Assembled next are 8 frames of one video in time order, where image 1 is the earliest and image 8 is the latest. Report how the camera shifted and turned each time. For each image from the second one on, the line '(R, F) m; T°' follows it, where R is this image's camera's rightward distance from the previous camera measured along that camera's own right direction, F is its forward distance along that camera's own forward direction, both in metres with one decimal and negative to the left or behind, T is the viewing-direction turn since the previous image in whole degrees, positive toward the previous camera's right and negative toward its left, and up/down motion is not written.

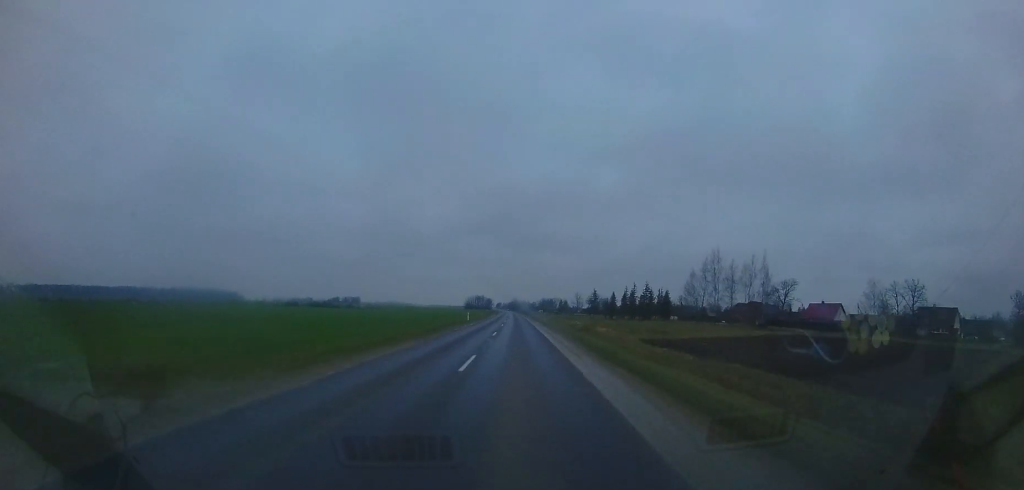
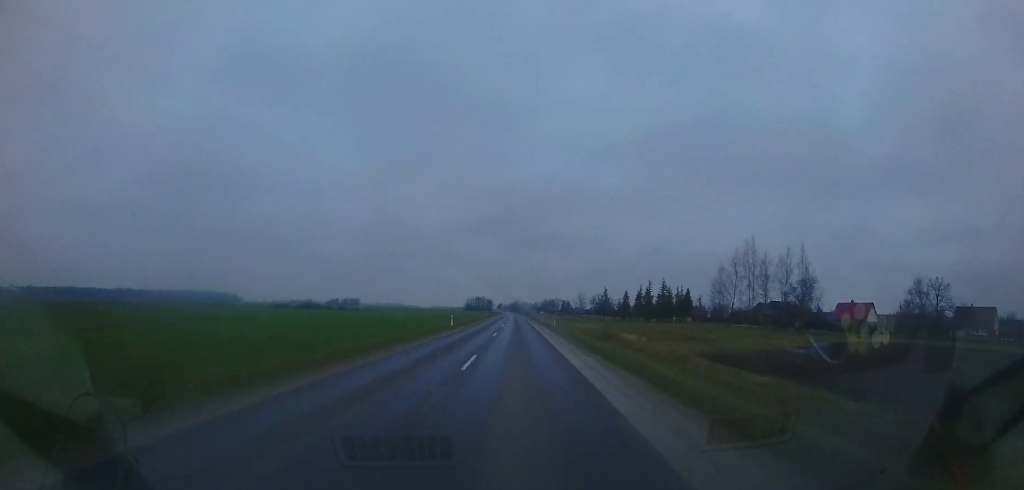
(+0.1, +11.8) m; 0°
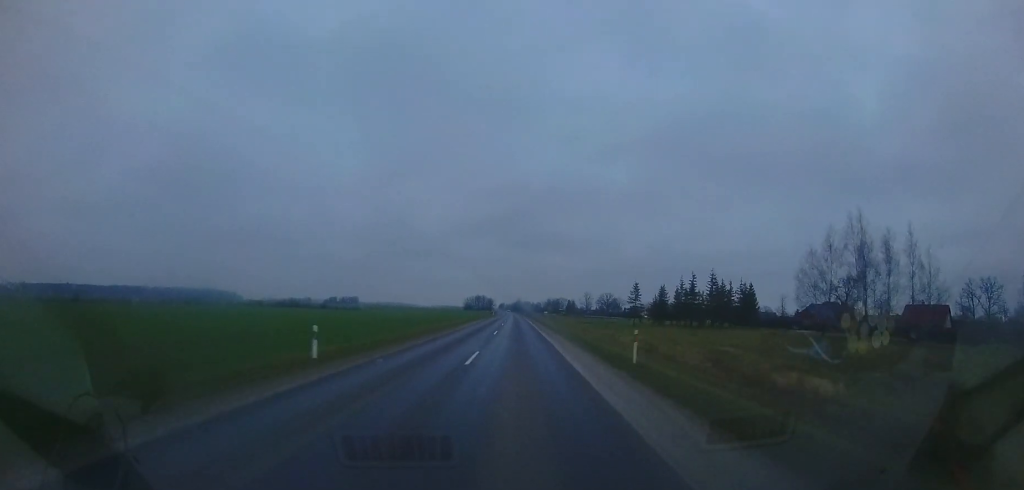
(-0.2, +23.7) m; -1°
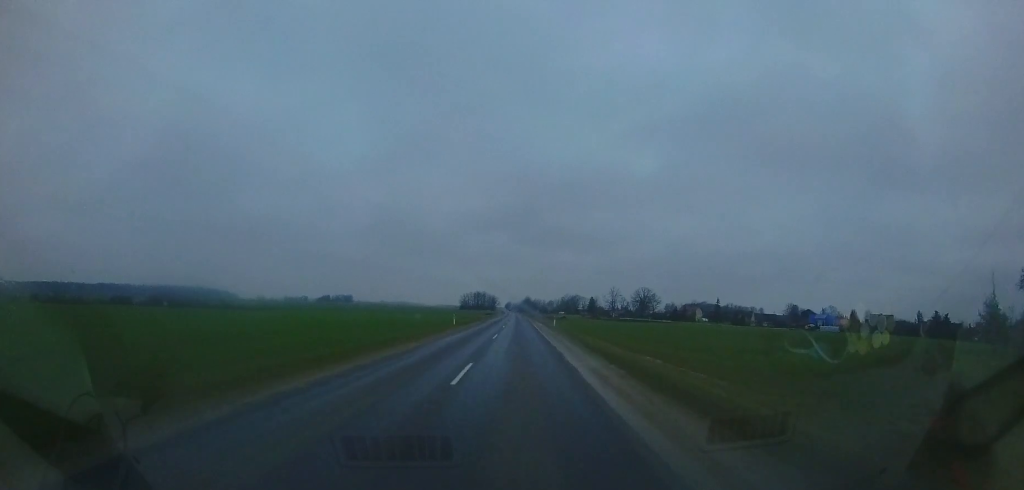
(-1.9, +75.7) m; -2°
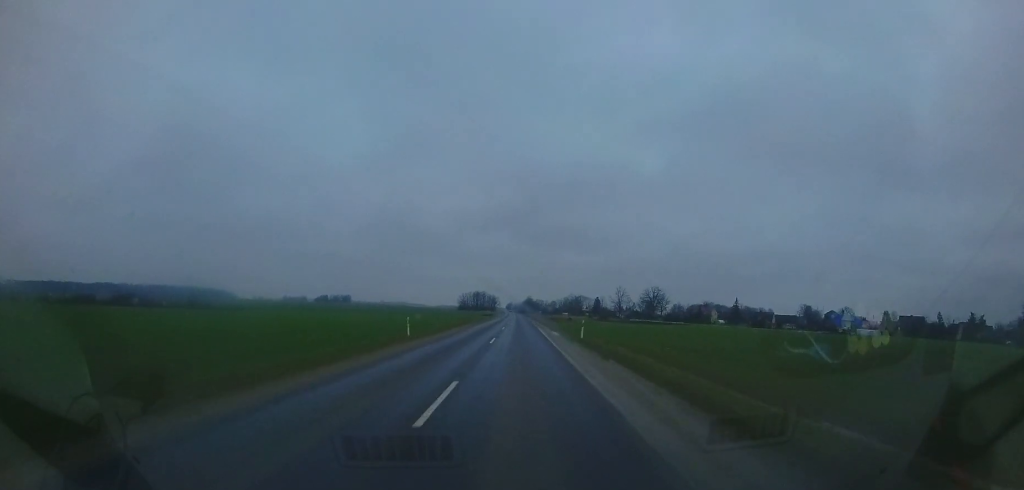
(-0.2, +15.1) m; 0°
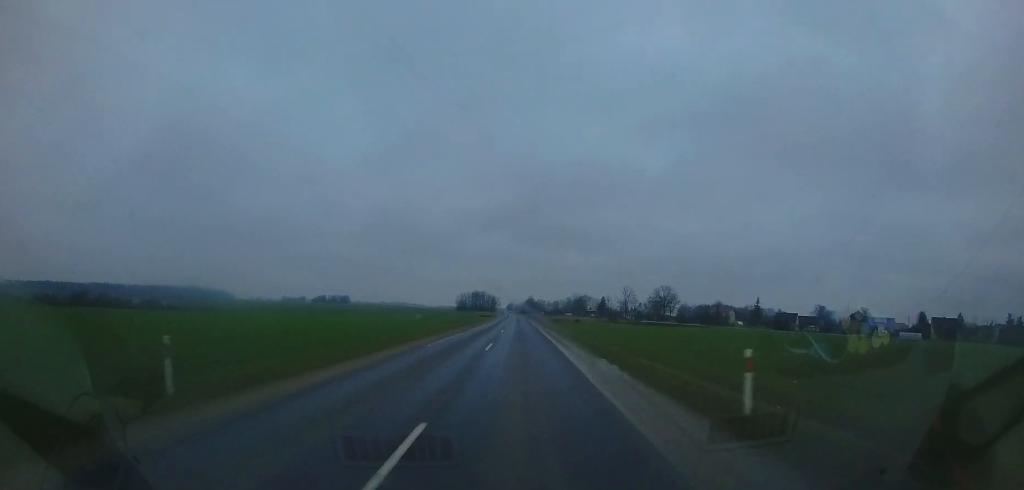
(-0.1, +15.1) m; 0°
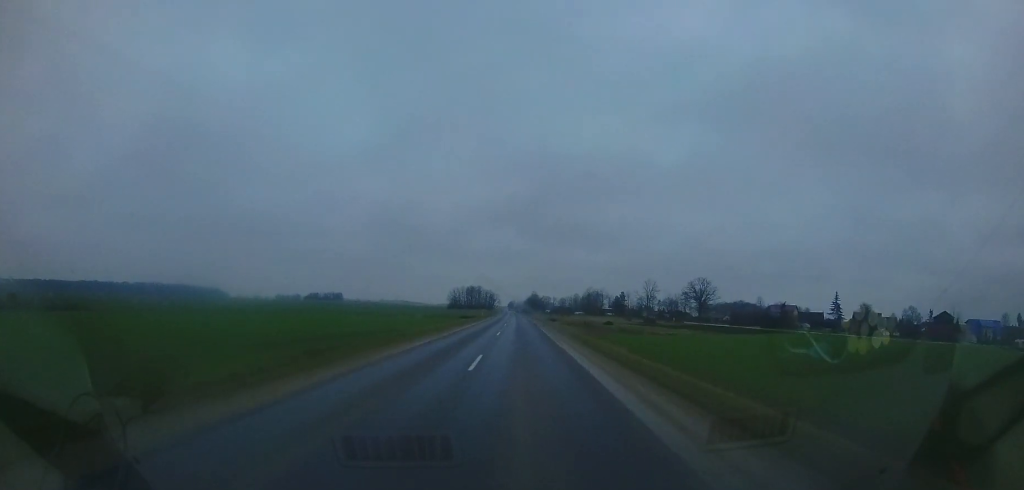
(-0.4, +41.1) m; 0°
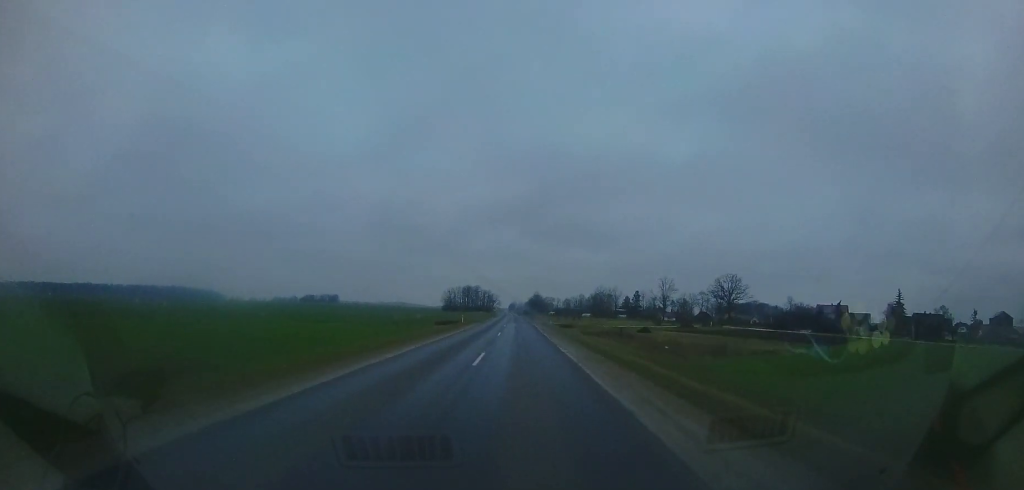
(-0.1, +23.1) m; 0°
